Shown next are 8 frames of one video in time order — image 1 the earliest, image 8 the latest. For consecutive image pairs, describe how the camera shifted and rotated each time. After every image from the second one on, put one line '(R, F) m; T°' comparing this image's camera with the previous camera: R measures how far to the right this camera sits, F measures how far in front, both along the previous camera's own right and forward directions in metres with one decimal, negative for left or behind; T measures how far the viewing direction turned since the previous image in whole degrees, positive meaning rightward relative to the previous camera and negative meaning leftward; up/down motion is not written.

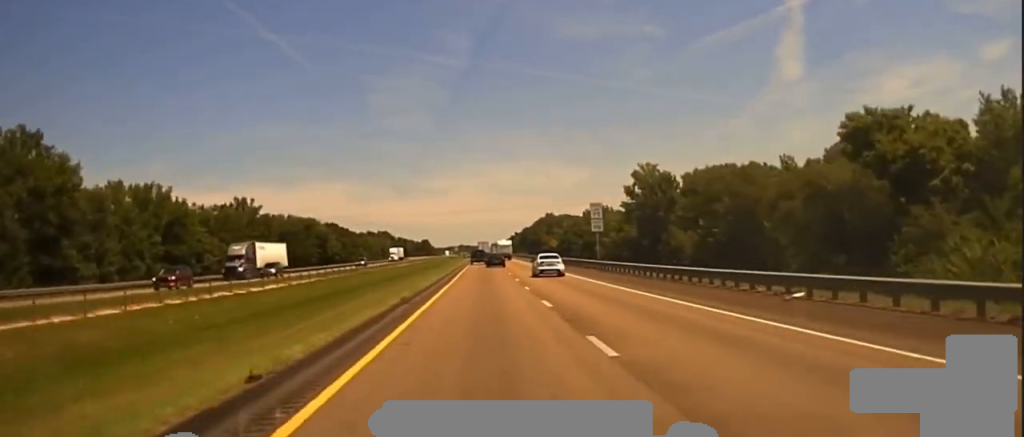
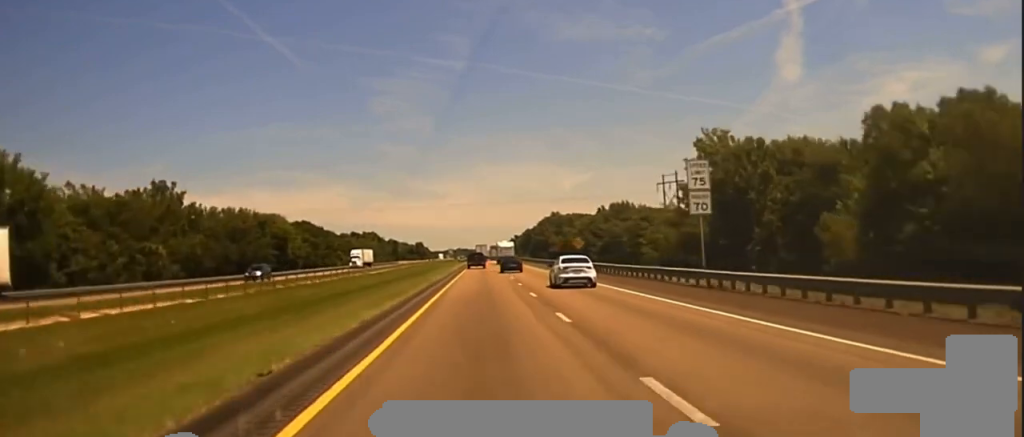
(-0.1, +39.0) m; 0°
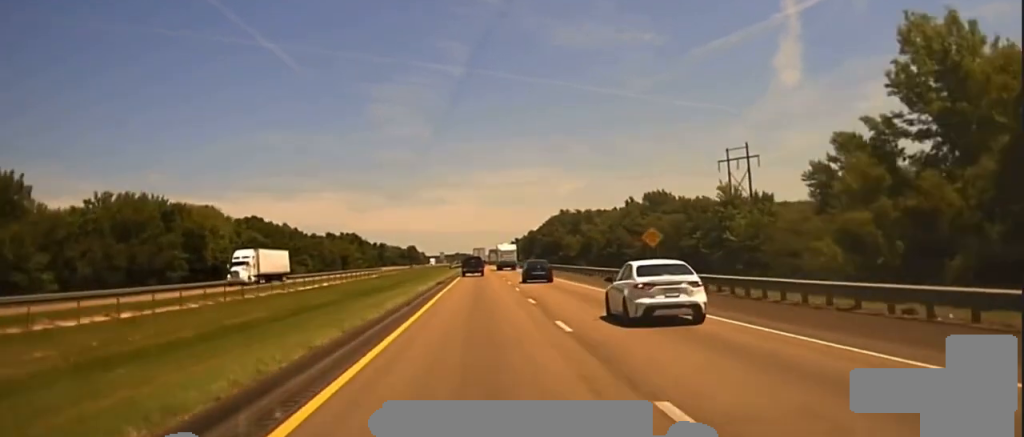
(-0.1, +53.2) m; 0°
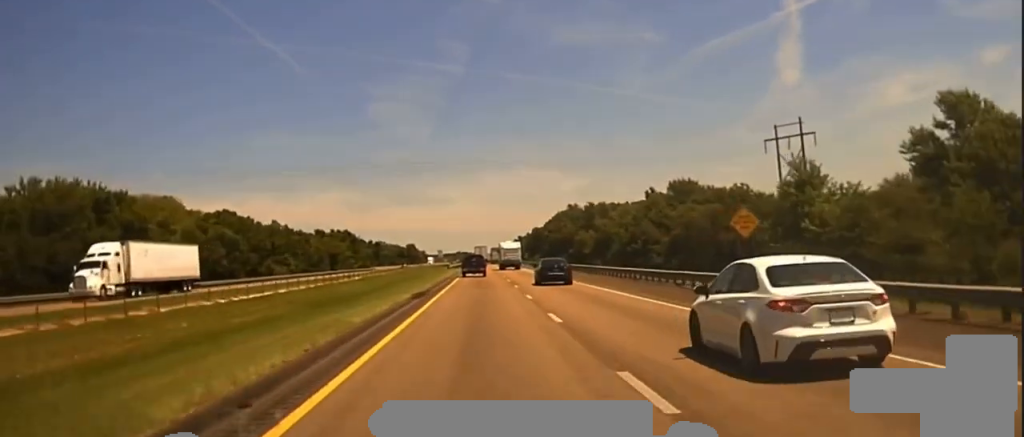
(0.0, +22.5) m; 0°
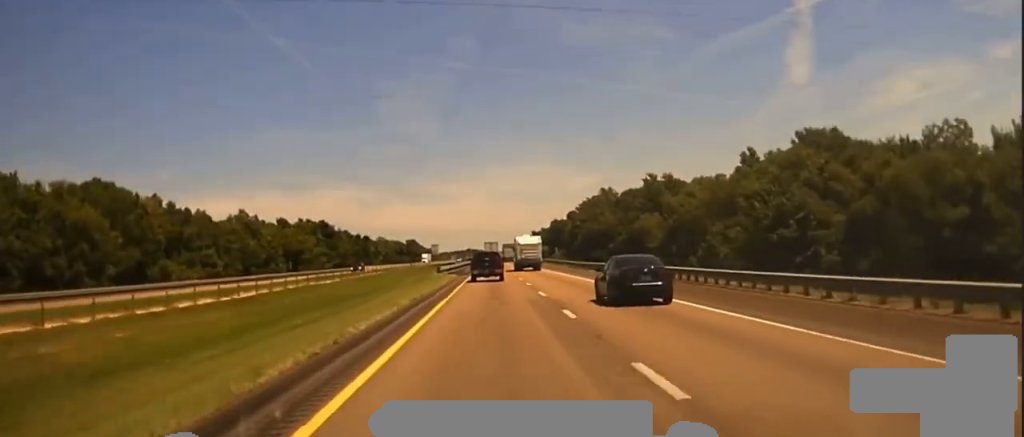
(-0.1, +61.0) m; 0°
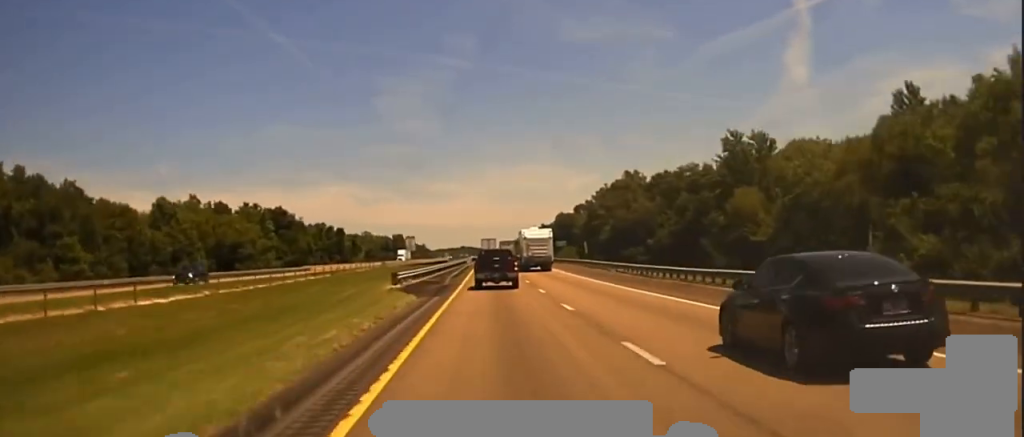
(-0.1, +44.9) m; +1°
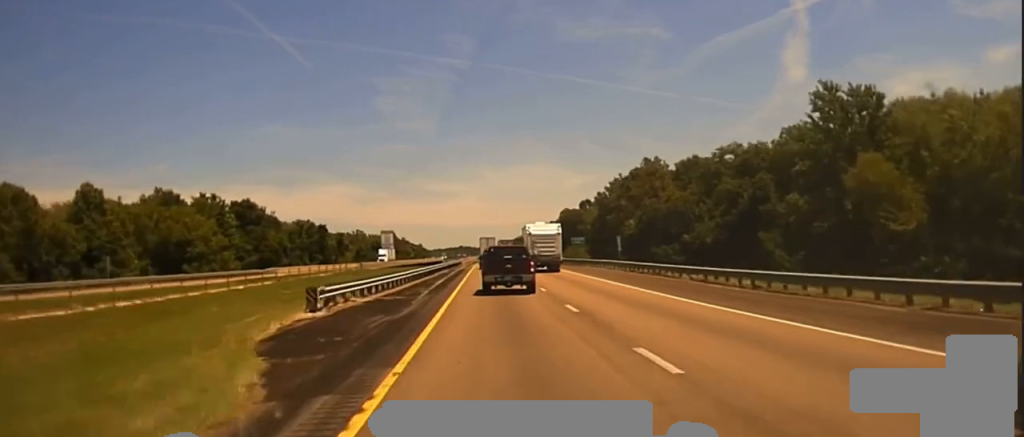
(+0.3, +24.0) m; 0°
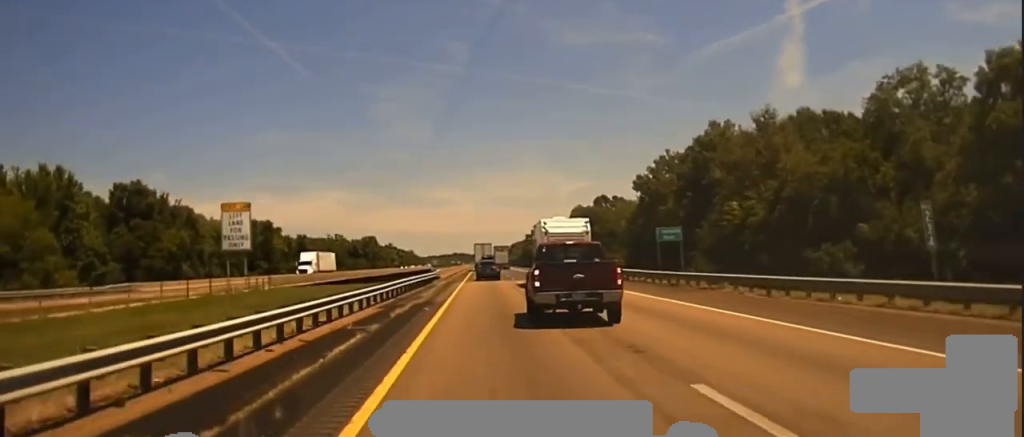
(-0.2, +48.7) m; 0°
